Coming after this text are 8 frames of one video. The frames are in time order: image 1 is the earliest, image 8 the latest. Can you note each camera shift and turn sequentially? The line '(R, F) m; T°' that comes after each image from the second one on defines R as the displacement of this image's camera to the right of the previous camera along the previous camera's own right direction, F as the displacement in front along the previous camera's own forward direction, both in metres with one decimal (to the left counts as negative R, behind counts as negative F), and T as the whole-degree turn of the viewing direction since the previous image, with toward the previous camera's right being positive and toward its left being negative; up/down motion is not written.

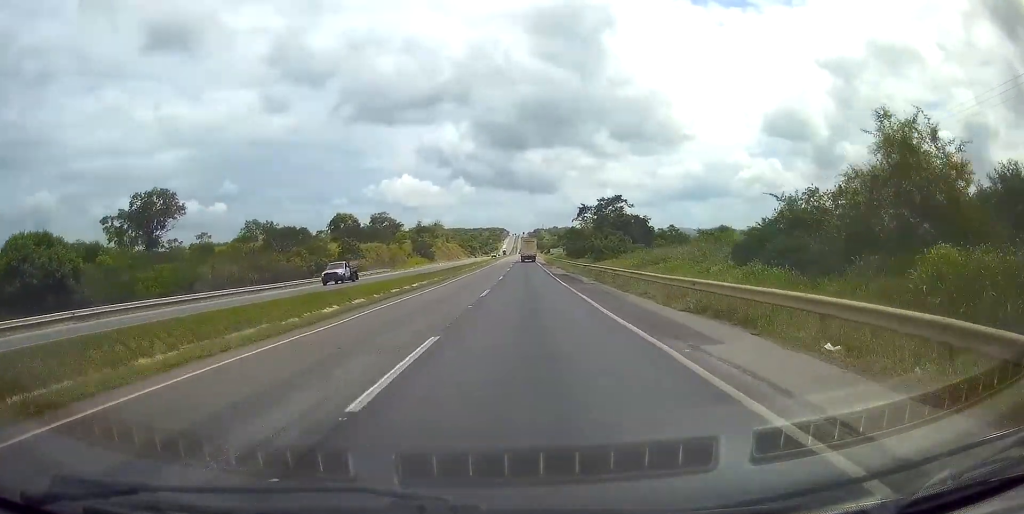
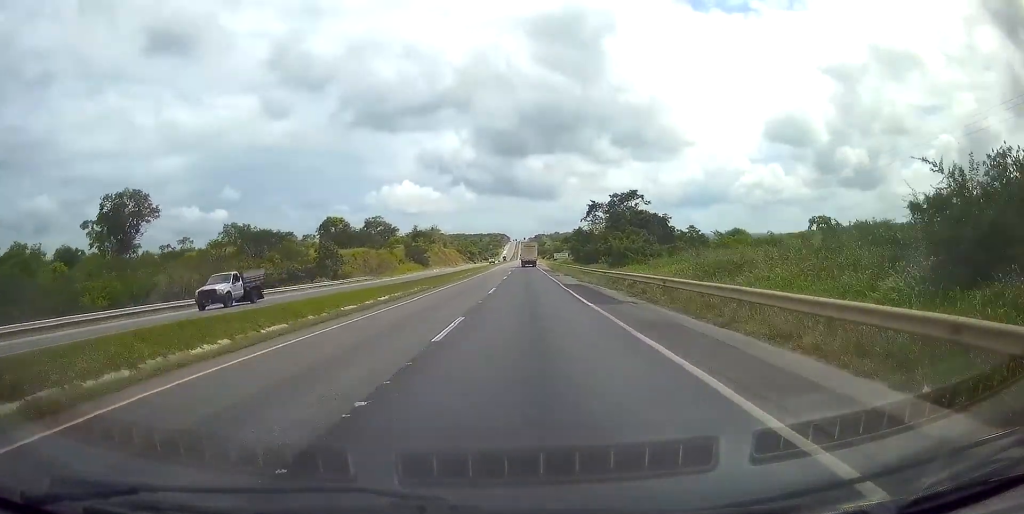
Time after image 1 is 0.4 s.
(+0.1, +12.5) m; 0°
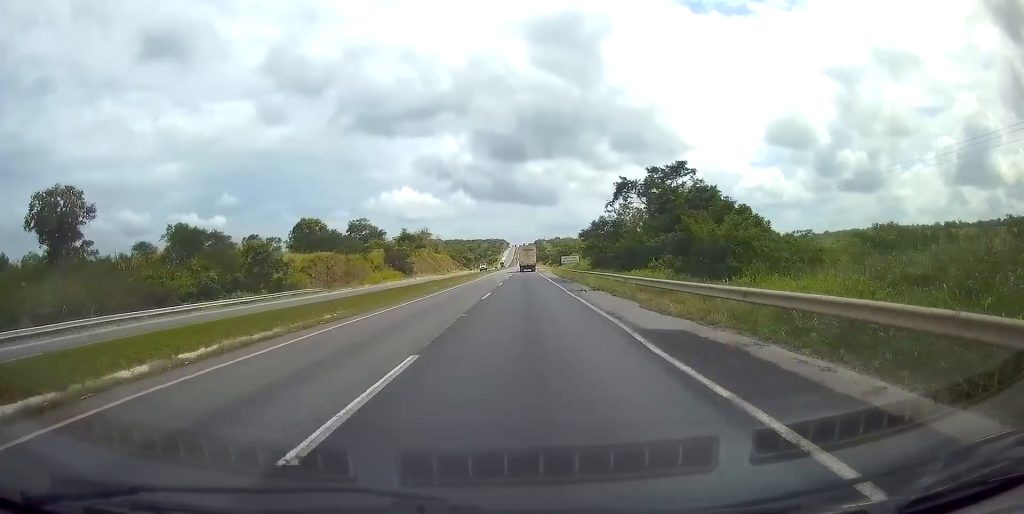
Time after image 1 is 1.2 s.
(-0.4, +24.9) m; 0°
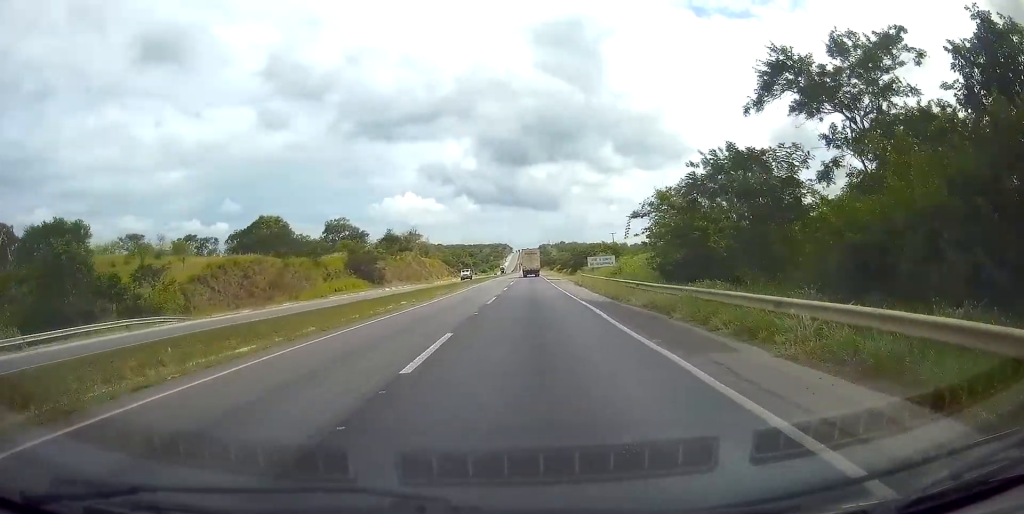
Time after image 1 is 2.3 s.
(+0.4, +33.9) m; 0°
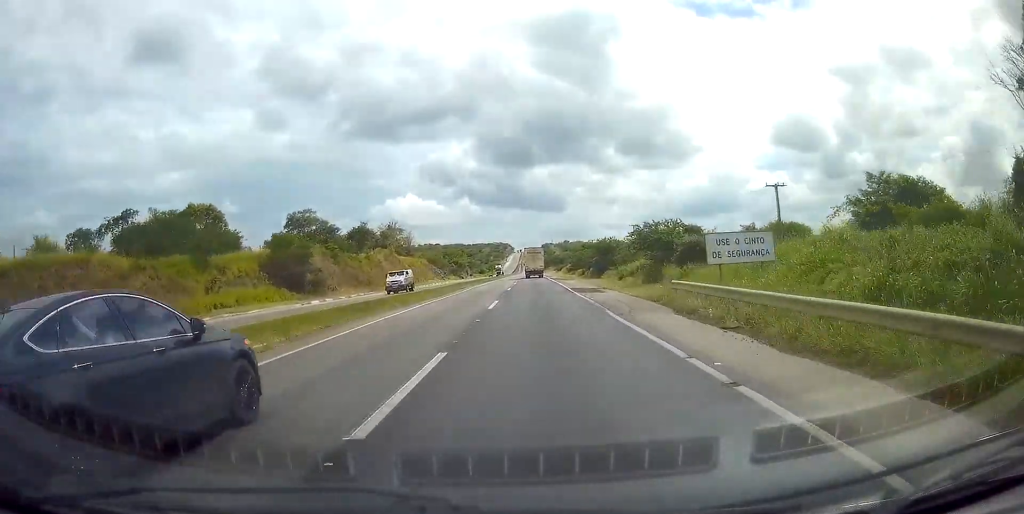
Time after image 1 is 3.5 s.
(-0.4, +36.9) m; -1°
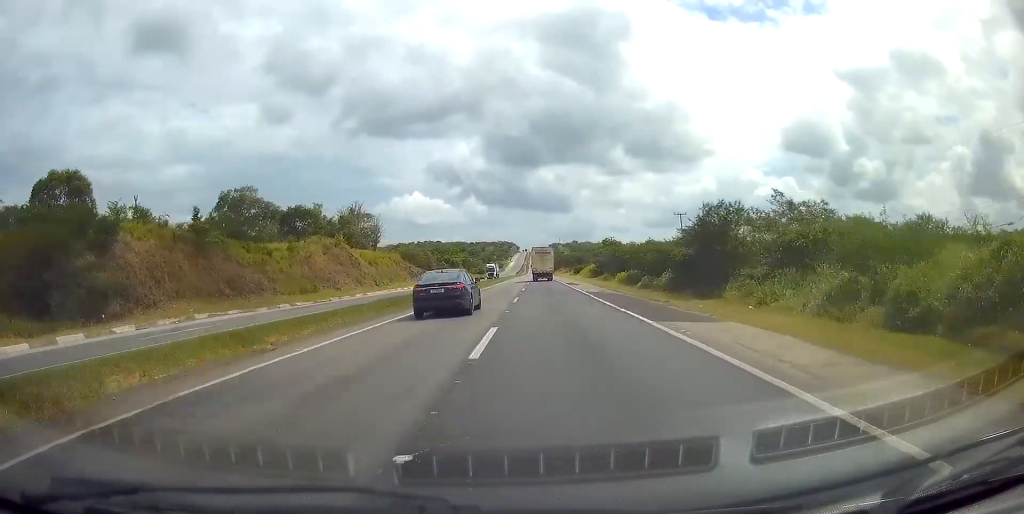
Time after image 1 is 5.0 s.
(-0.2, +45.3) m; 0°
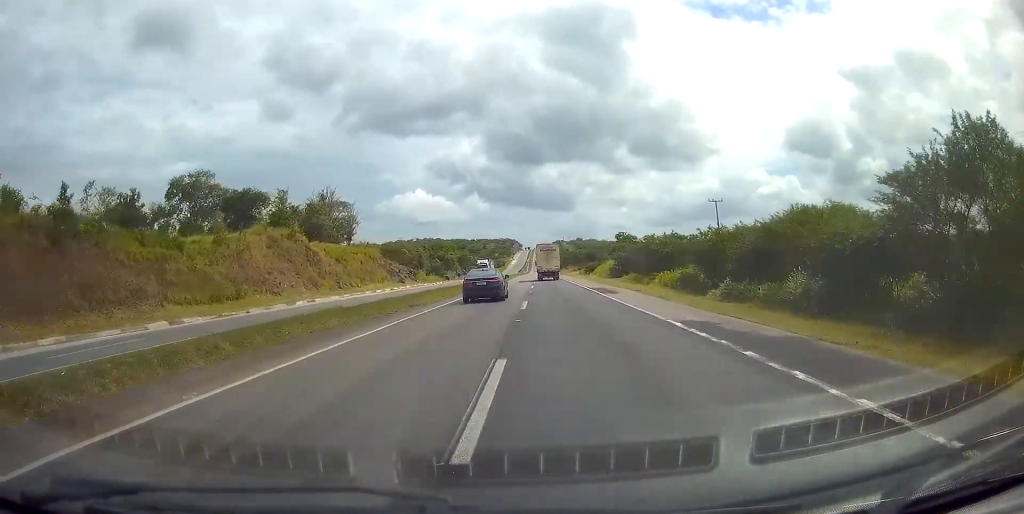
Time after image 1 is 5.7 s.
(+0.1, +21.8) m; 0°
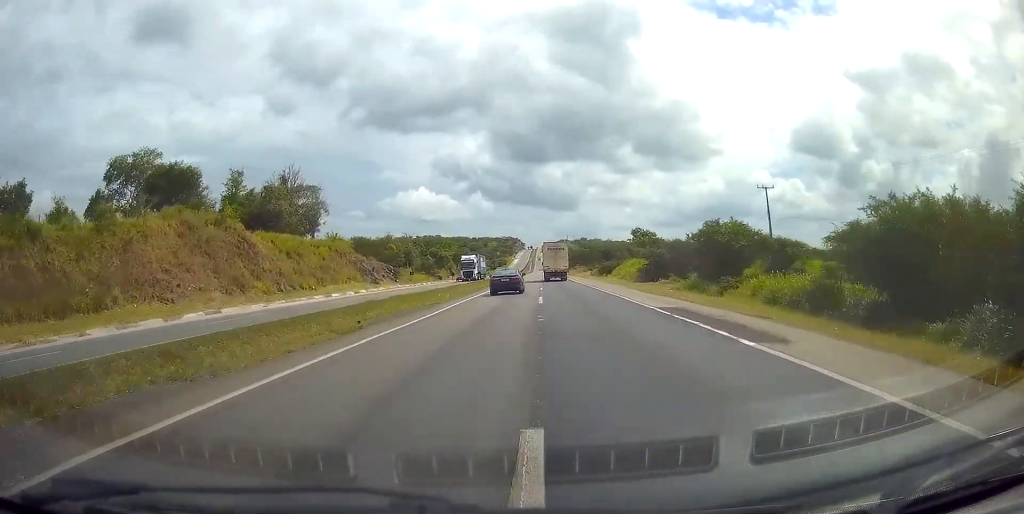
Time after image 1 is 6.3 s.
(+0.4, +20.9) m; -1°
